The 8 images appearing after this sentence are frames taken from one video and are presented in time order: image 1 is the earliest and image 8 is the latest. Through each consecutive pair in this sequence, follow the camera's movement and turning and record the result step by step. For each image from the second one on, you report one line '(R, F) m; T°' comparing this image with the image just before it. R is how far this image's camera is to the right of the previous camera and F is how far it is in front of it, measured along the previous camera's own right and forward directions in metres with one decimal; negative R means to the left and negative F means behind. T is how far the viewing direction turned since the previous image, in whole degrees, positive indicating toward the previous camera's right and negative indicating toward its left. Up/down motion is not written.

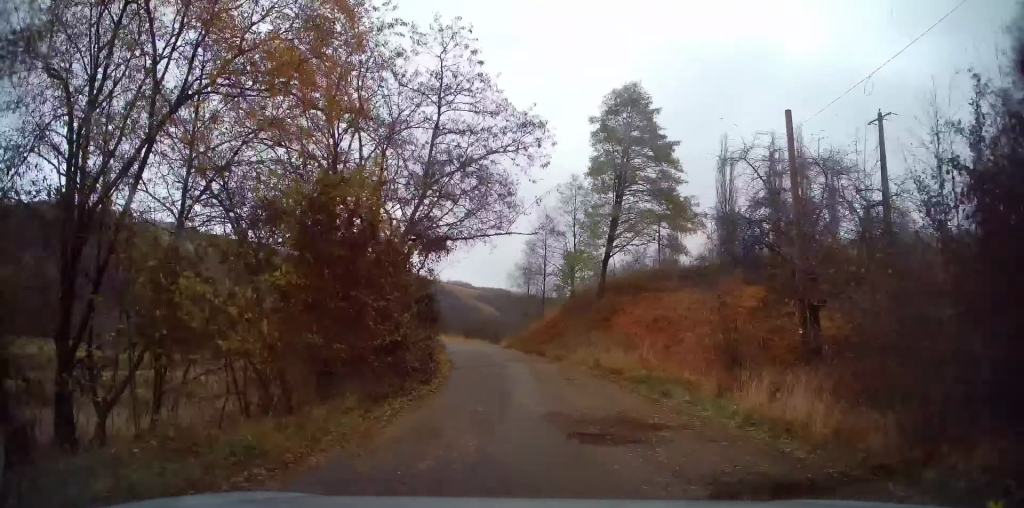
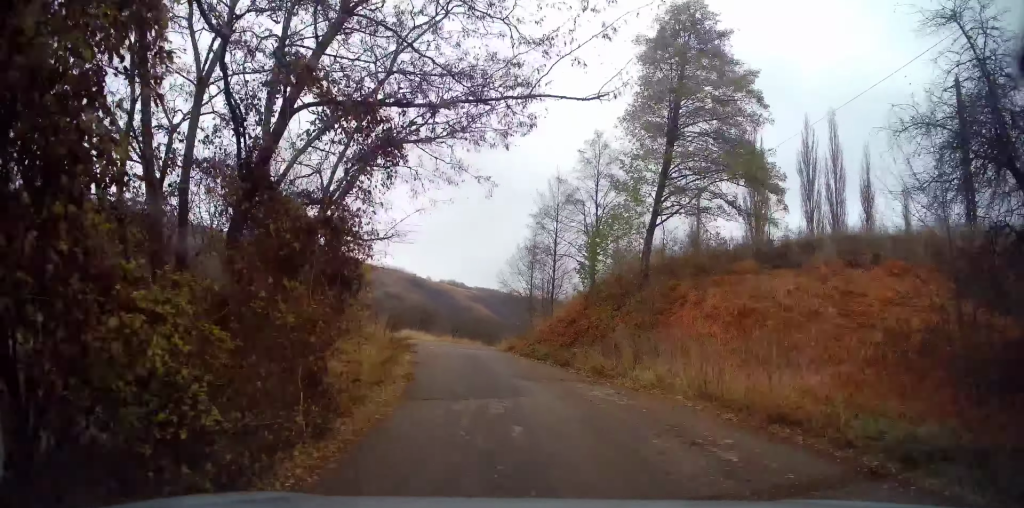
(-0.5, +10.4) m; -2°
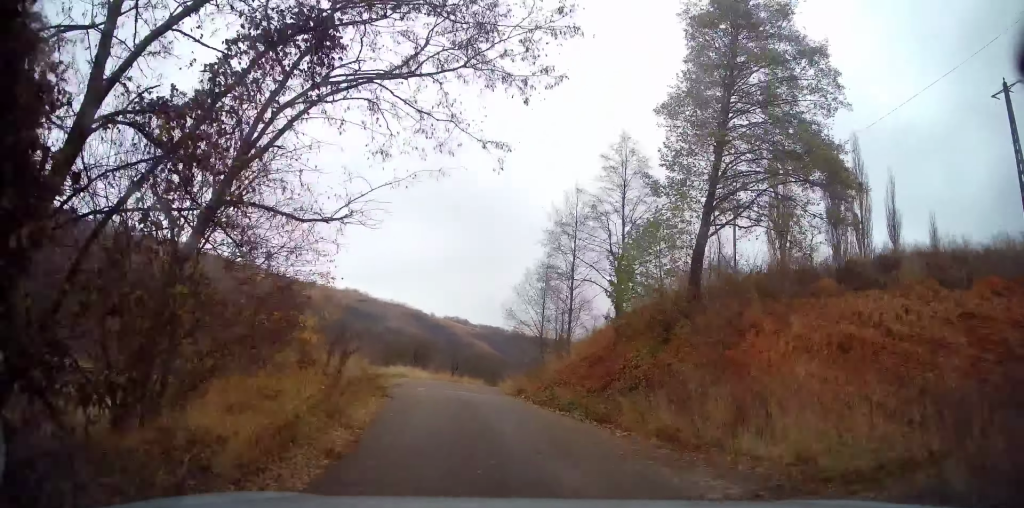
(+0.2, +5.2) m; +1°
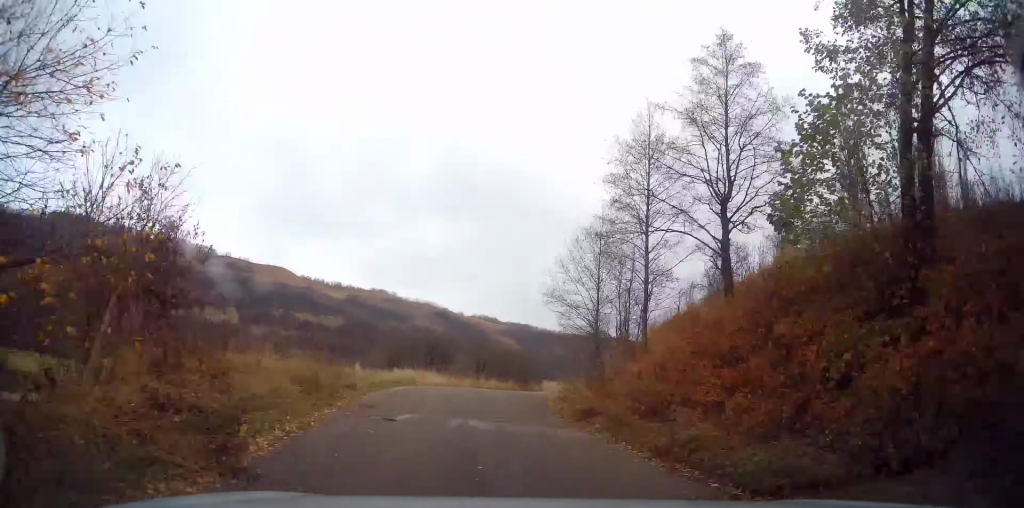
(-0.1, +9.6) m; 0°
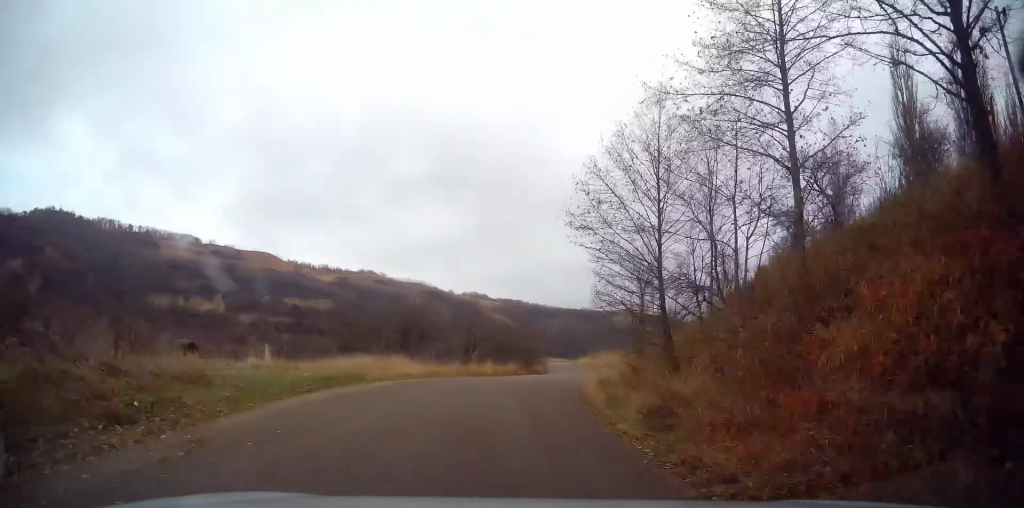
(0.0, +10.7) m; +2°
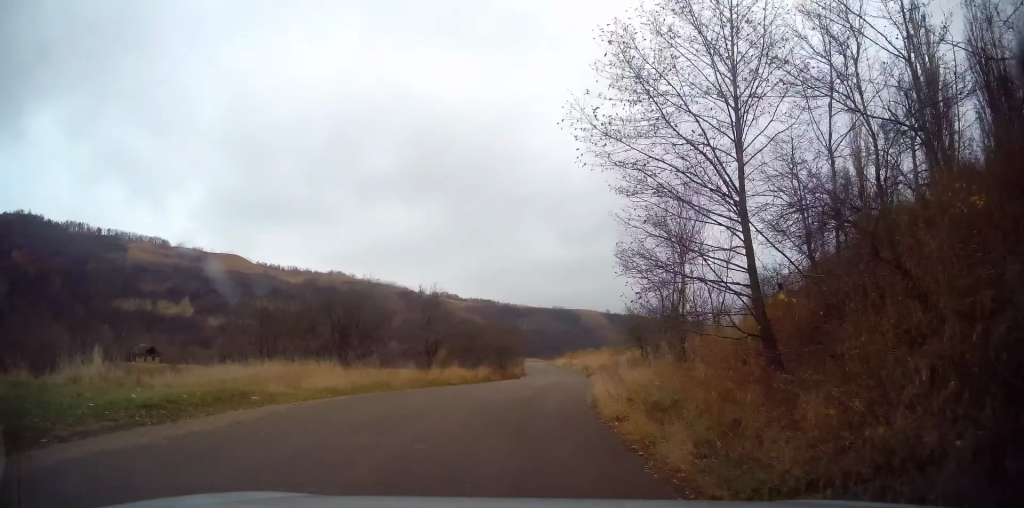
(0.0, +7.0) m; +2°
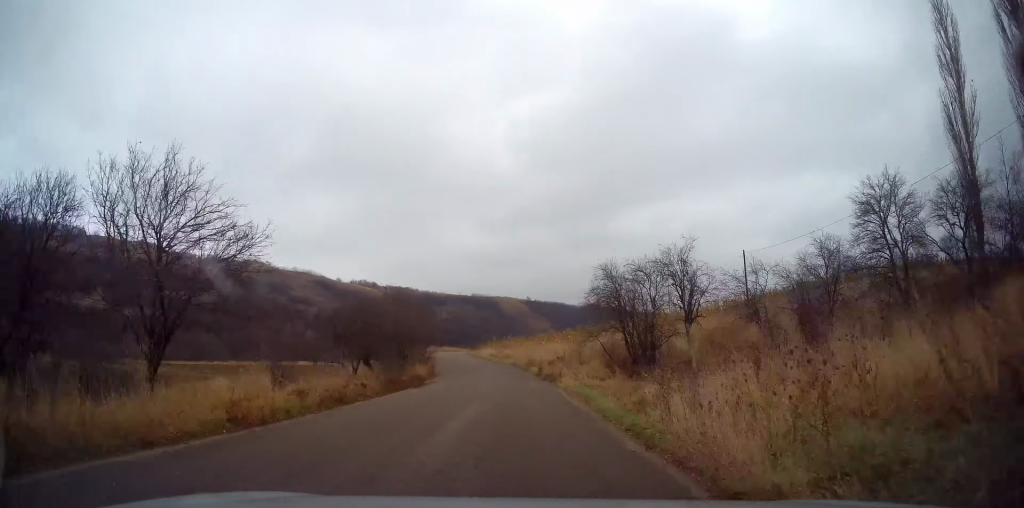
(+0.8, +16.8) m; +5°
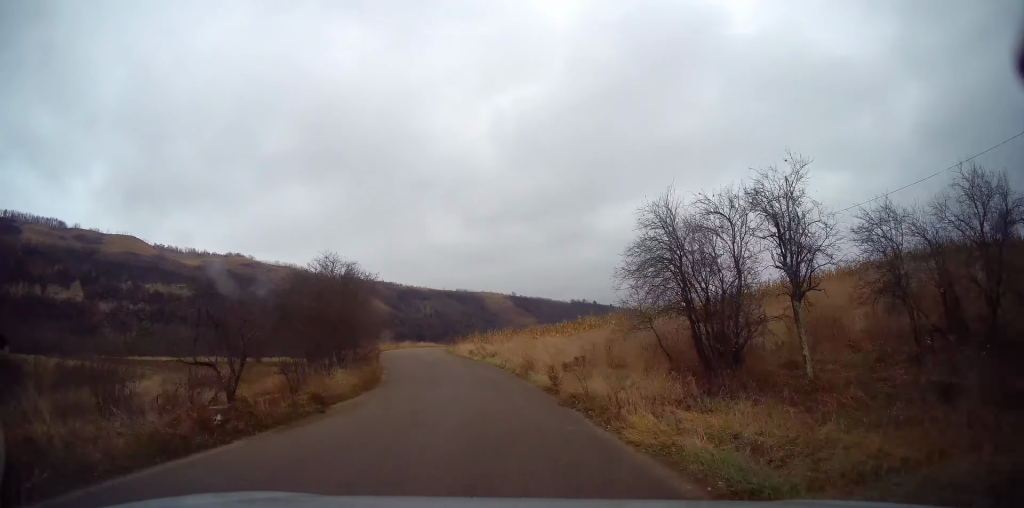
(+0.2, +10.8) m; +1°
